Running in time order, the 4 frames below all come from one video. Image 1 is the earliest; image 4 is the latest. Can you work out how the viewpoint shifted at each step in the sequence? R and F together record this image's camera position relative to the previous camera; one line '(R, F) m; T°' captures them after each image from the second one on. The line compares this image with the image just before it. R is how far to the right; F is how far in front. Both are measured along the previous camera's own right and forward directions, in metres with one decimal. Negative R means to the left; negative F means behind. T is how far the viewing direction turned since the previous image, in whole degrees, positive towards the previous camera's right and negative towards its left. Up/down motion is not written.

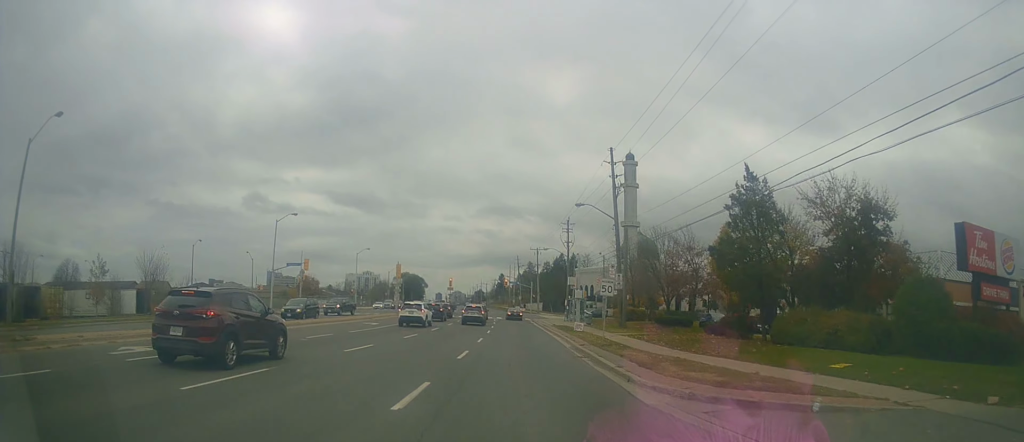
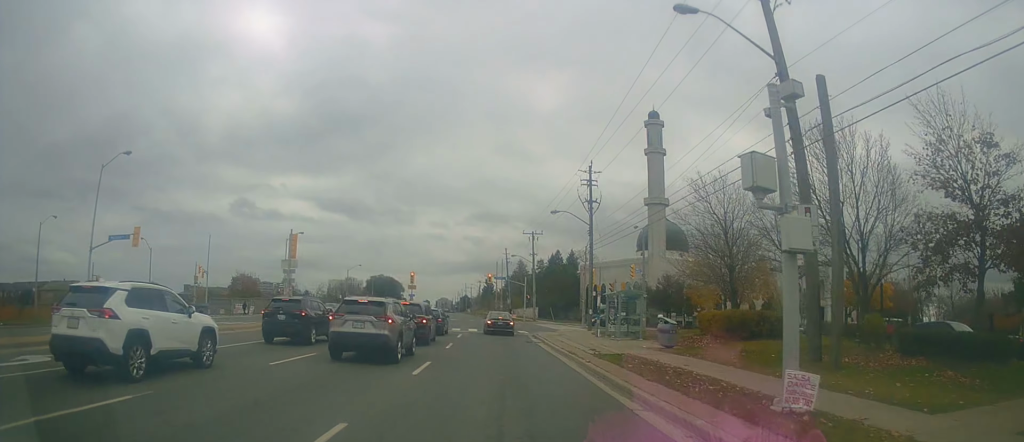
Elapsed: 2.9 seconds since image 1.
(+1.3, +36.2) m; +1°
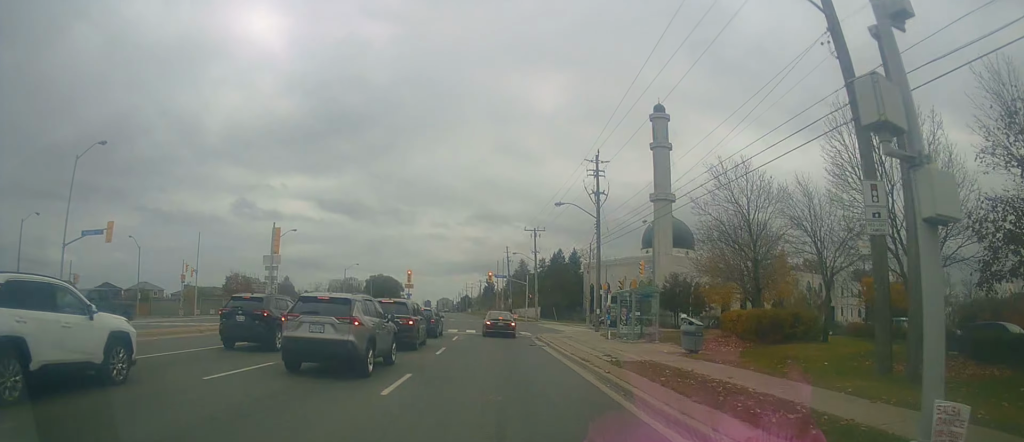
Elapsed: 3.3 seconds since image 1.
(0.0, +4.1) m; -1°
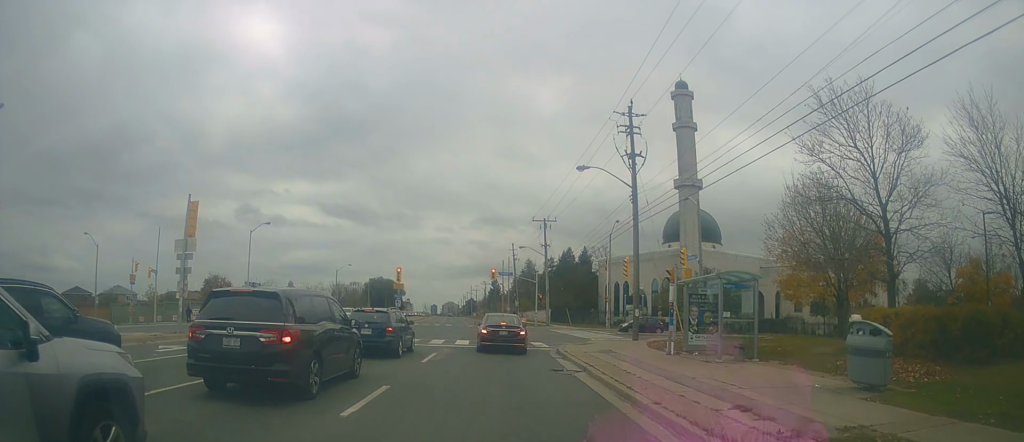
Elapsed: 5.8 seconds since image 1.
(-0.6, +15.1) m; +2°
